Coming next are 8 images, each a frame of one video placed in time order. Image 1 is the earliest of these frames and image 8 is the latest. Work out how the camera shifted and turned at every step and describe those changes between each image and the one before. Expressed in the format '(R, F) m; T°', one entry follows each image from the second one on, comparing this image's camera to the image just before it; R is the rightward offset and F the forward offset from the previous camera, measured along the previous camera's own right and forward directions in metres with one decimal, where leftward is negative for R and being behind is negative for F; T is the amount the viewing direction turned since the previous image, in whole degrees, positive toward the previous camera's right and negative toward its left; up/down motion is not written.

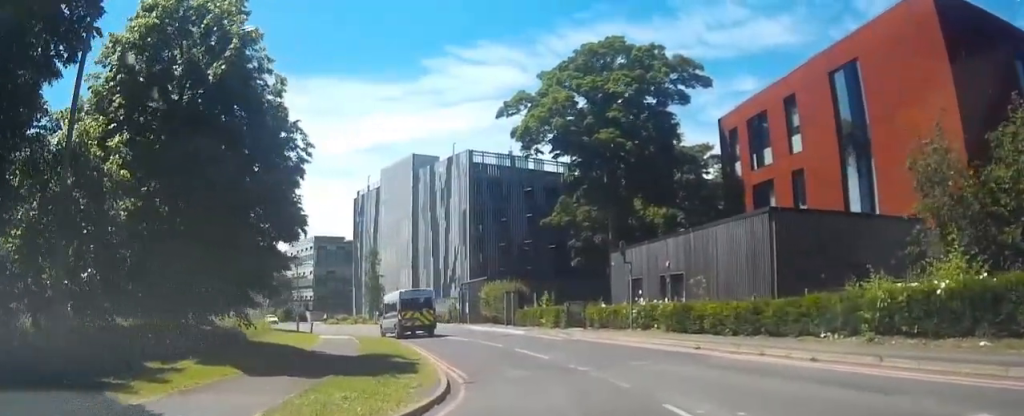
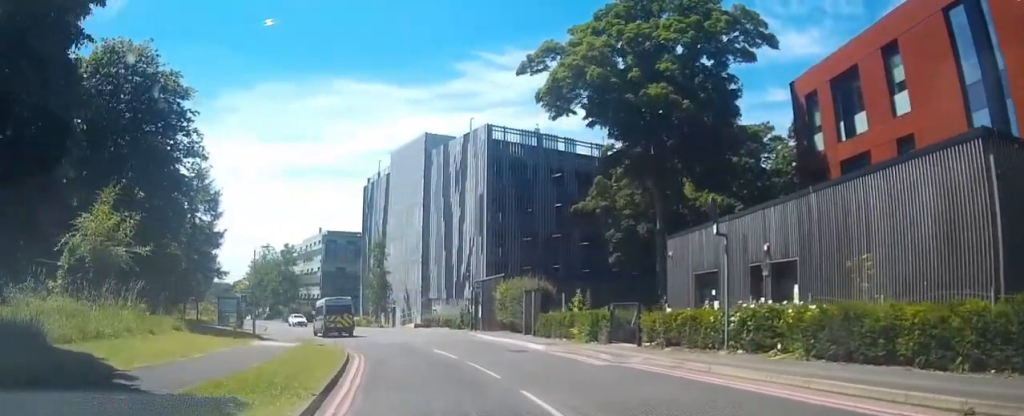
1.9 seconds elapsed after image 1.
(-0.7, +10.8) m; -11°
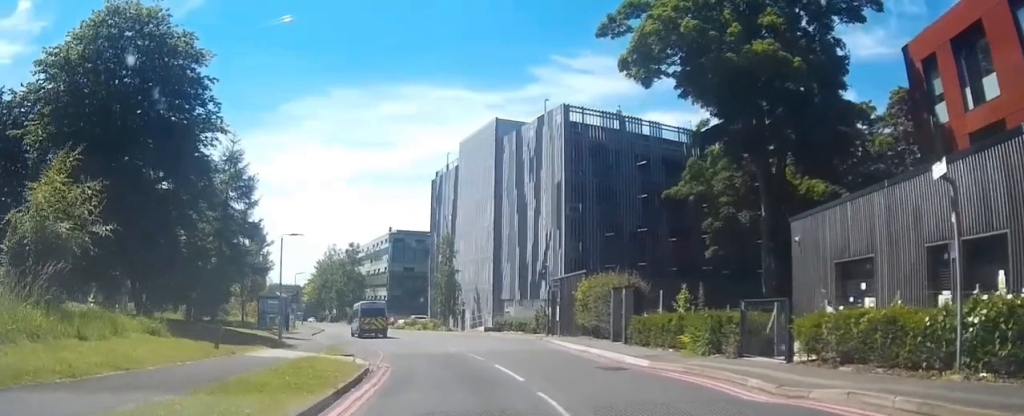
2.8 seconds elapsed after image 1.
(-0.6, +7.1) m; -5°
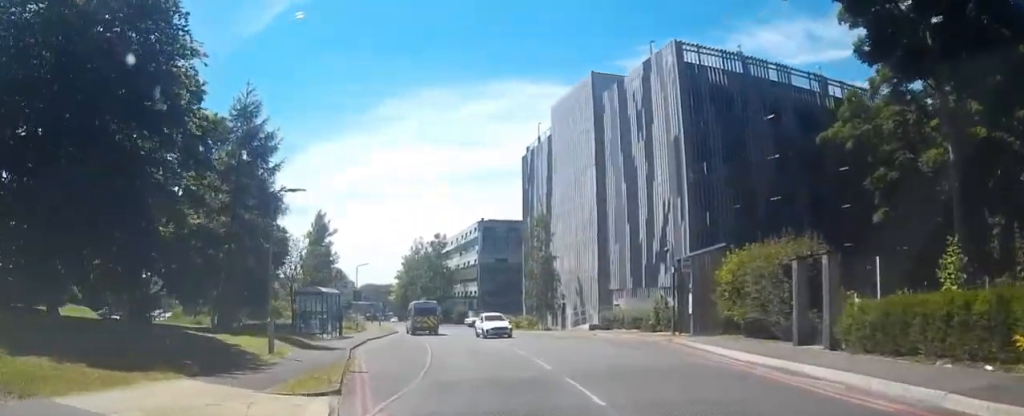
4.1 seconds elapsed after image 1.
(0.0, +11.5) m; 0°
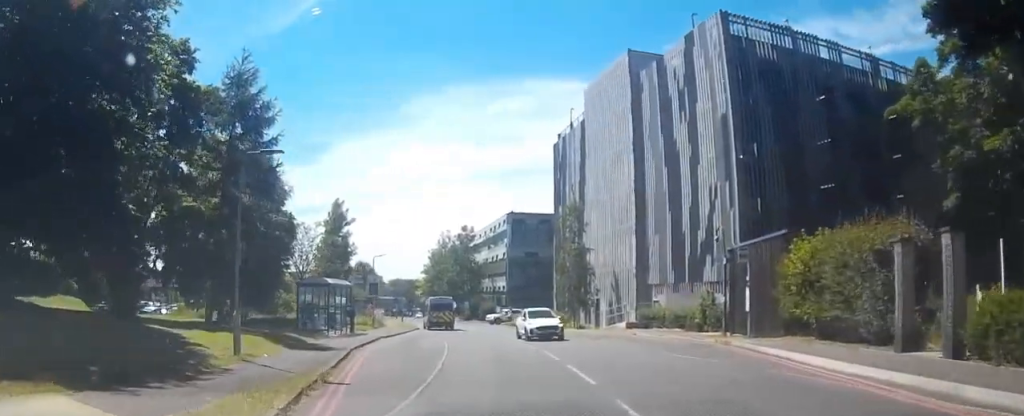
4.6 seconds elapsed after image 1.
(0.0, +4.3) m; 0°
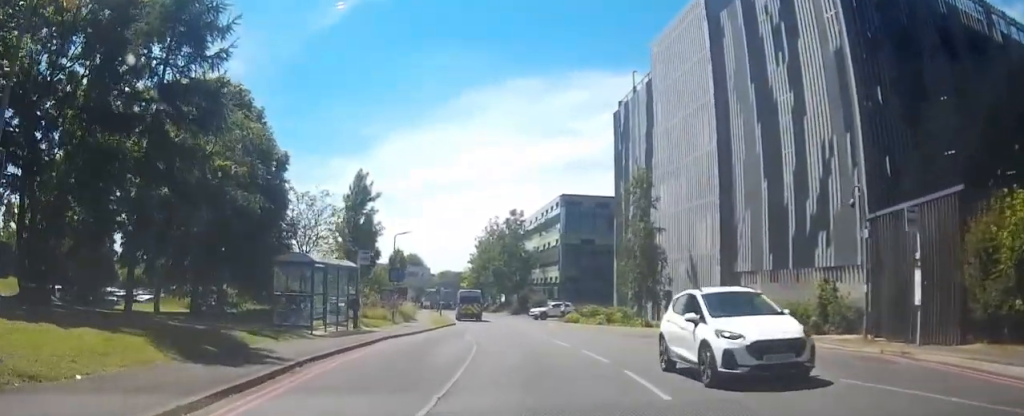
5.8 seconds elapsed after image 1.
(0.0, +7.3) m; -1°
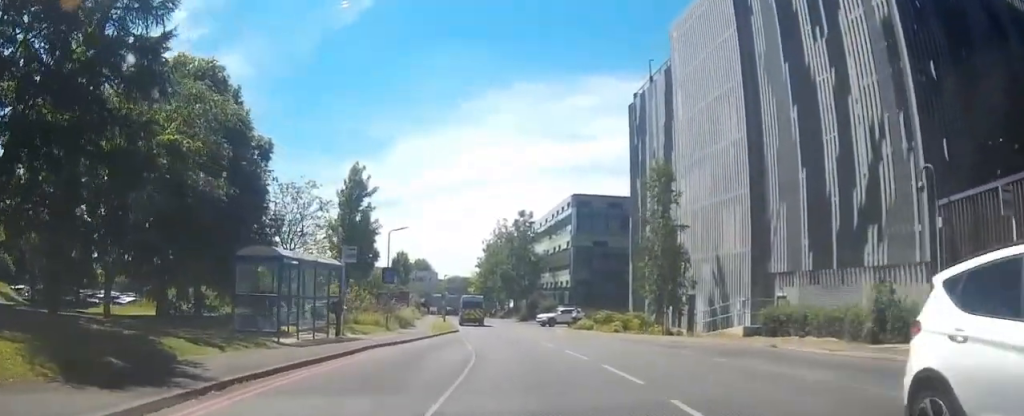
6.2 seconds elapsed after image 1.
(0.0, +2.0) m; -5°
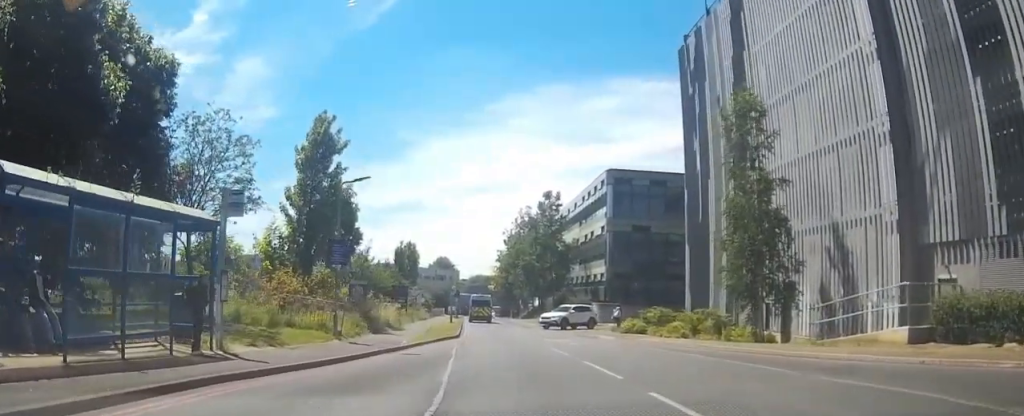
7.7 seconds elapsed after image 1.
(-1.2, +8.5) m; -13°
